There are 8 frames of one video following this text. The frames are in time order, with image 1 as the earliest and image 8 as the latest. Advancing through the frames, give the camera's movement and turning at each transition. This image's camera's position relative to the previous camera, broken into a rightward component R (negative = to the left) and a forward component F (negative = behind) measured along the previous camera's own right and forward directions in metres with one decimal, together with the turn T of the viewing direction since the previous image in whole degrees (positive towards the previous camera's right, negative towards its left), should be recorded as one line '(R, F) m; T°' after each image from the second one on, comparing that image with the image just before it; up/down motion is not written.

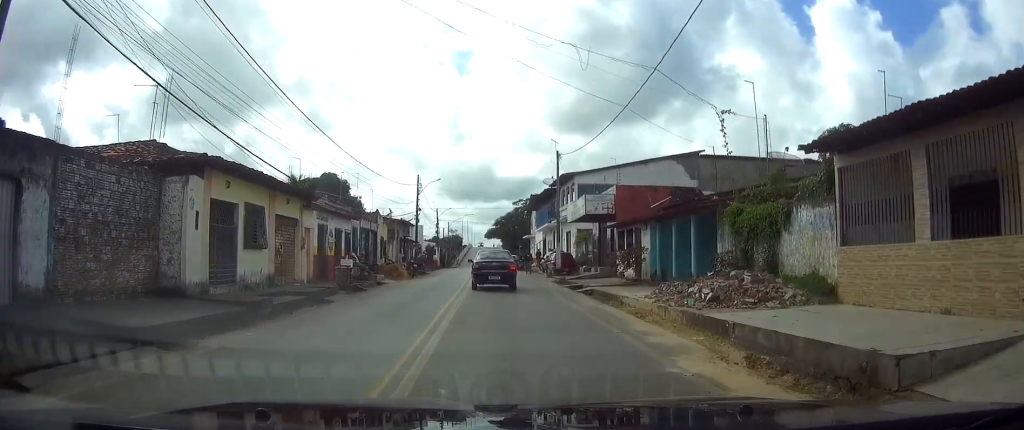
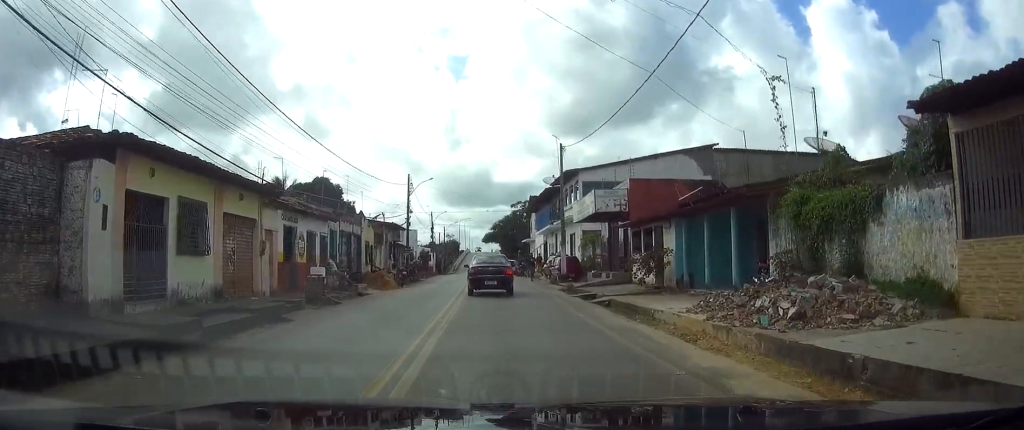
(-0.1, +4.7) m; +1°
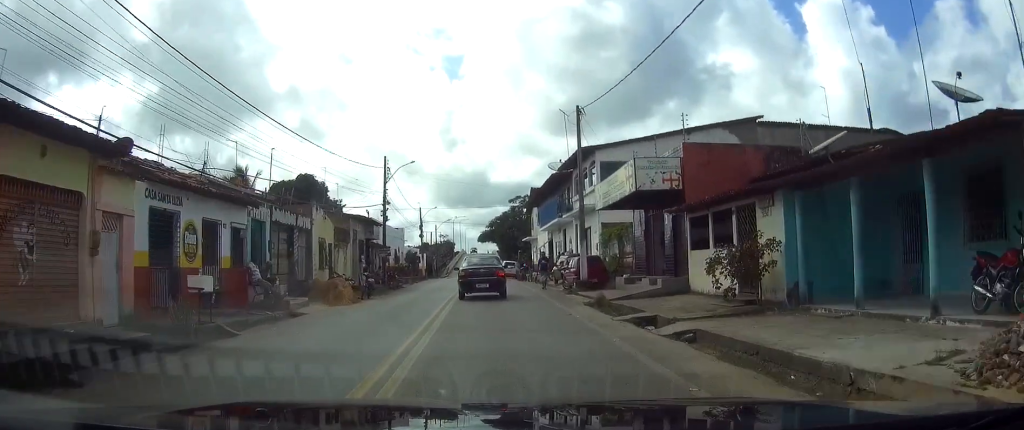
(+0.4, +9.7) m; +2°
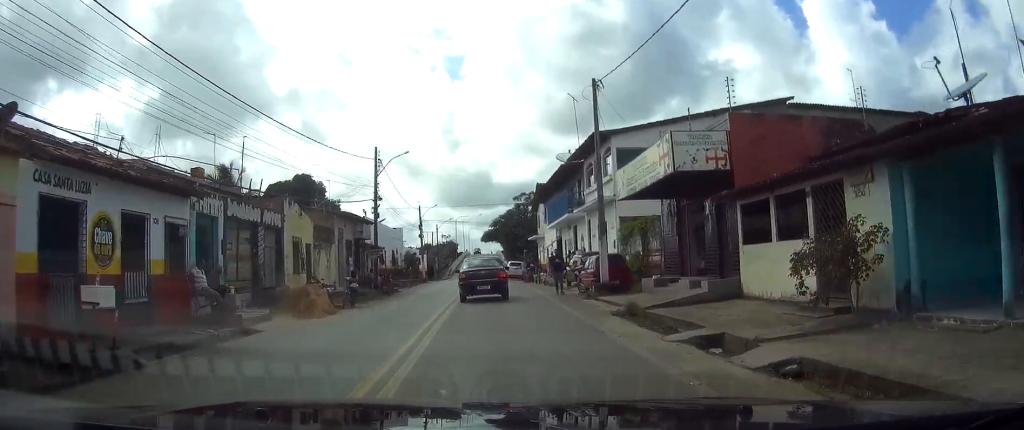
(0.0, +4.3) m; 0°
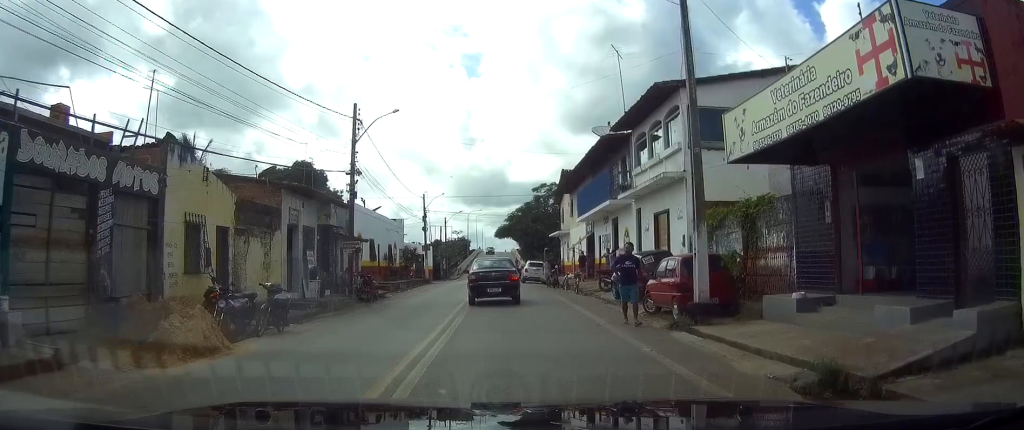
(-0.2, +10.0) m; -2°
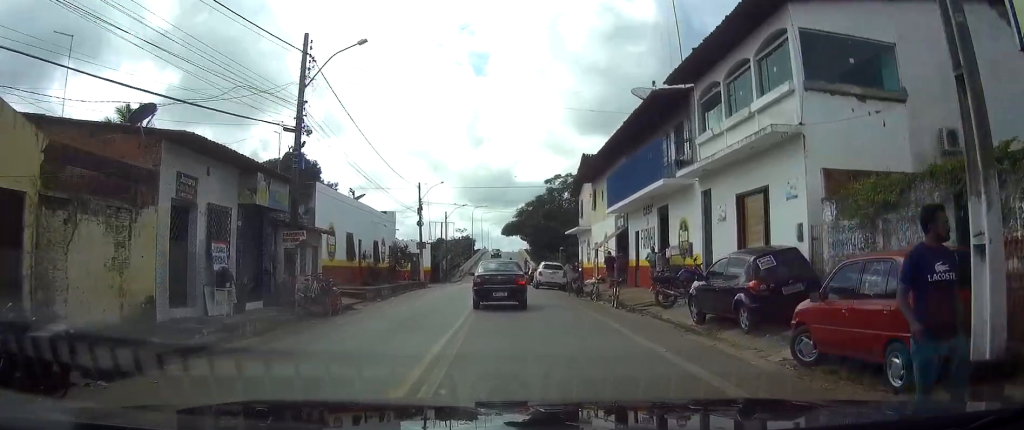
(-0.1, +9.0) m; -1°
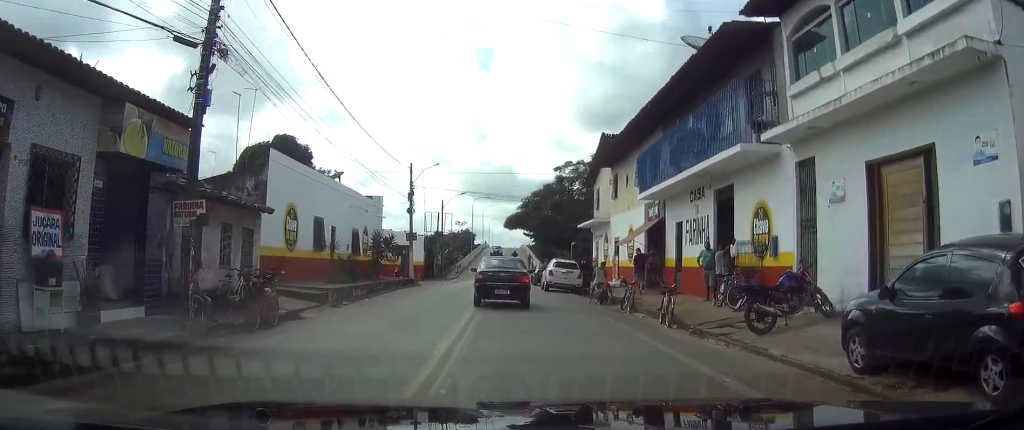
(0.0, +7.4) m; 0°
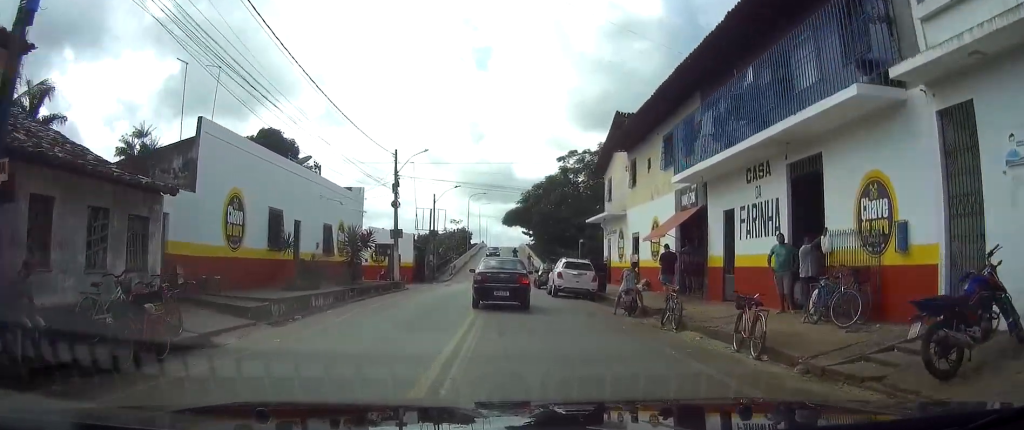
(0.0, +5.8) m; 0°
